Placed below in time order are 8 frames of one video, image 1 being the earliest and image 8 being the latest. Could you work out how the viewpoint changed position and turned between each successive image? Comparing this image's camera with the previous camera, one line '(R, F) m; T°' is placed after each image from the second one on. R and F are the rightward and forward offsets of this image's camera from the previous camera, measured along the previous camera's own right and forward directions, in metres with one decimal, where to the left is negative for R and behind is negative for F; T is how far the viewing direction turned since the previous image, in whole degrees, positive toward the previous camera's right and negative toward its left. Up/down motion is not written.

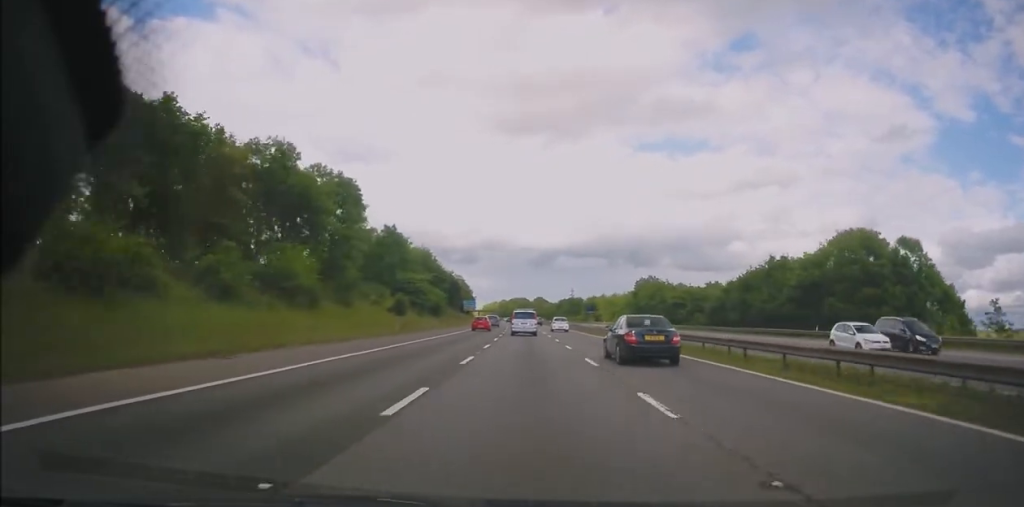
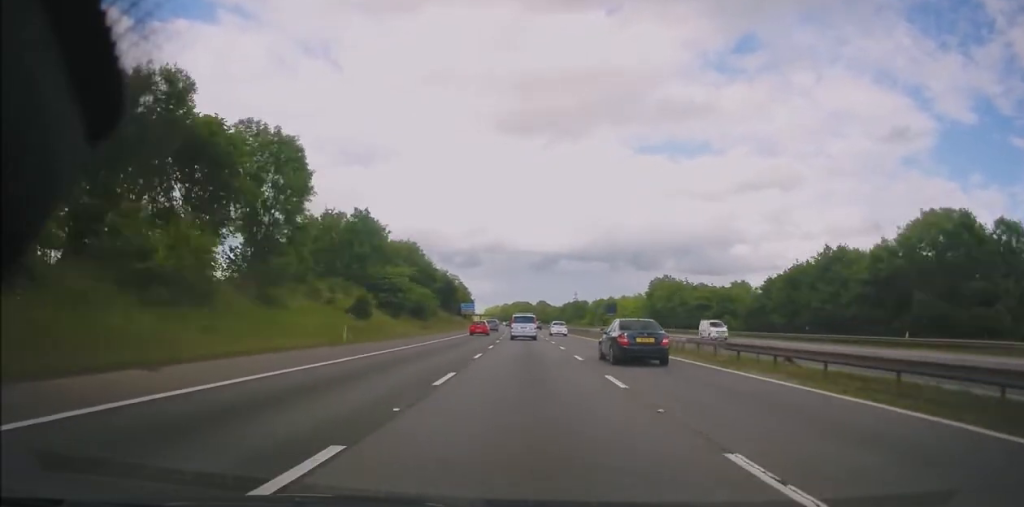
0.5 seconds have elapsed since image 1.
(-0.2, +13.9) m; -1°
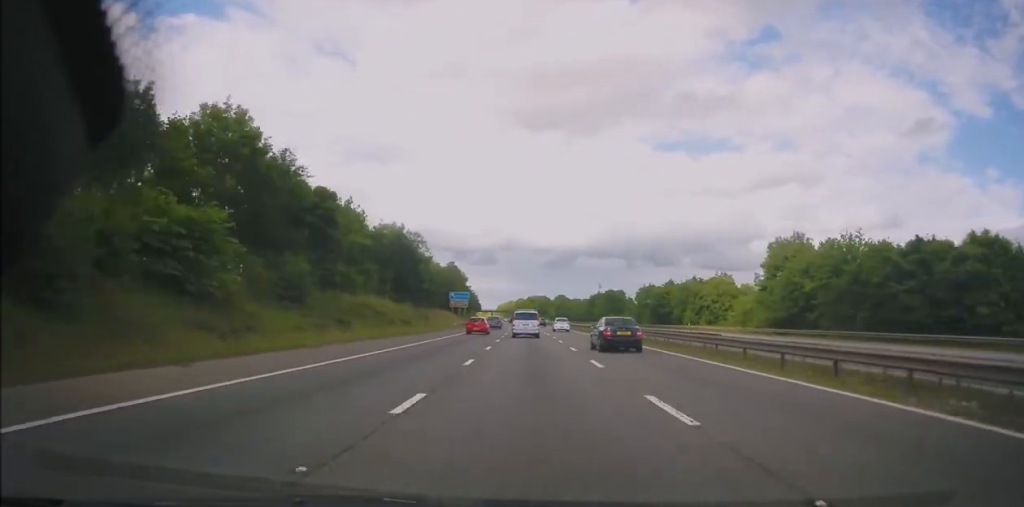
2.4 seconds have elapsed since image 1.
(-0.7, +58.0) m; -1°
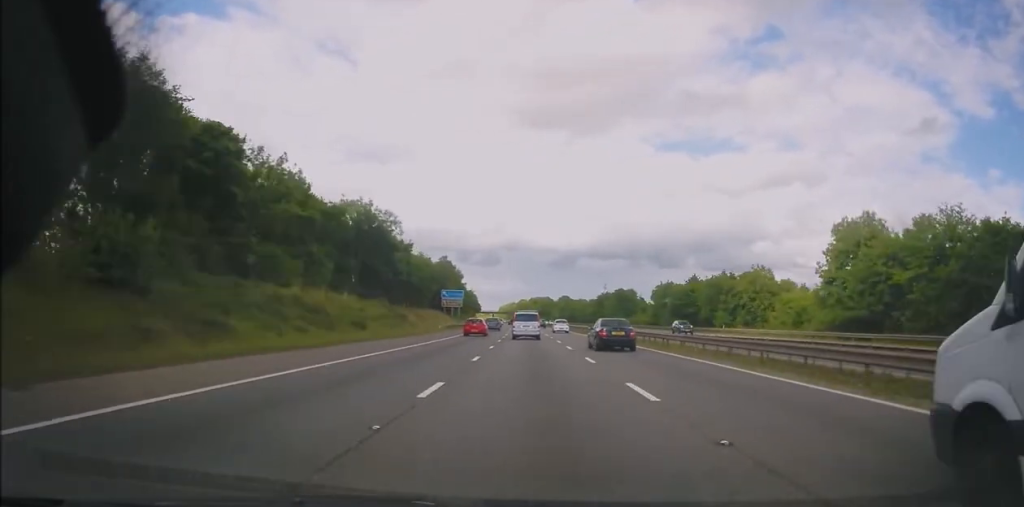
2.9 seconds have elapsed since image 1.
(0.0, +15.9) m; 0°
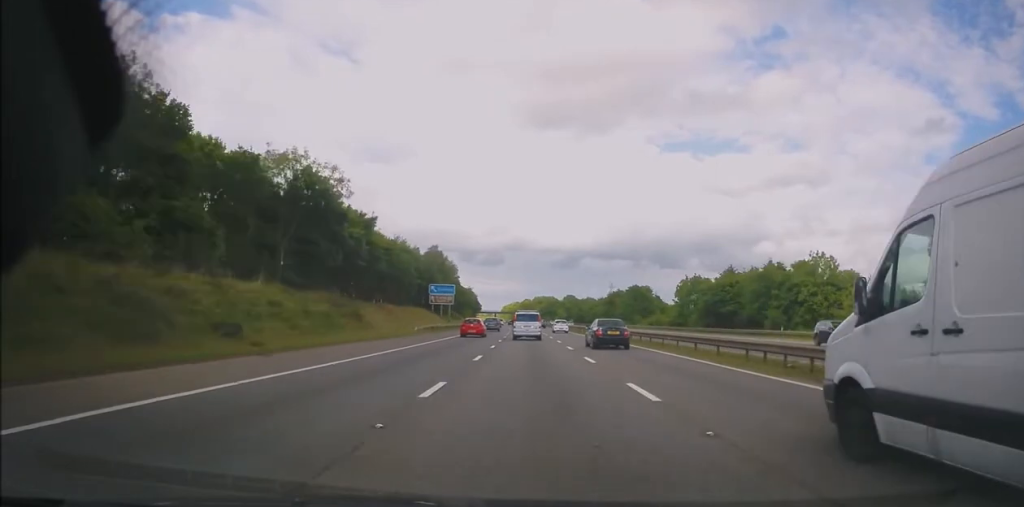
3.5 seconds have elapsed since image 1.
(+0.2, +17.9) m; -1°
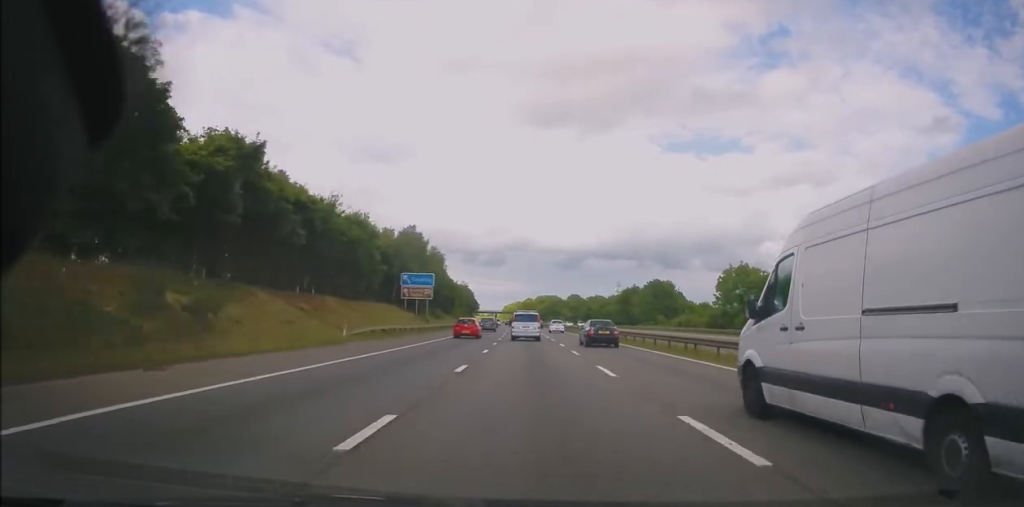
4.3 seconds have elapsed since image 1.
(-0.5, +22.8) m; 0°
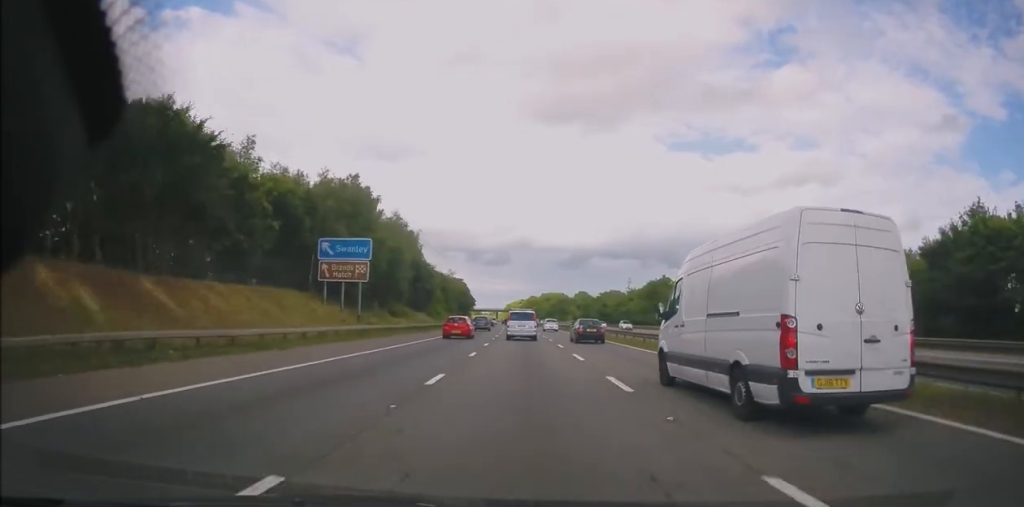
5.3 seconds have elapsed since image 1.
(+0.3, +30.1) m; +1°
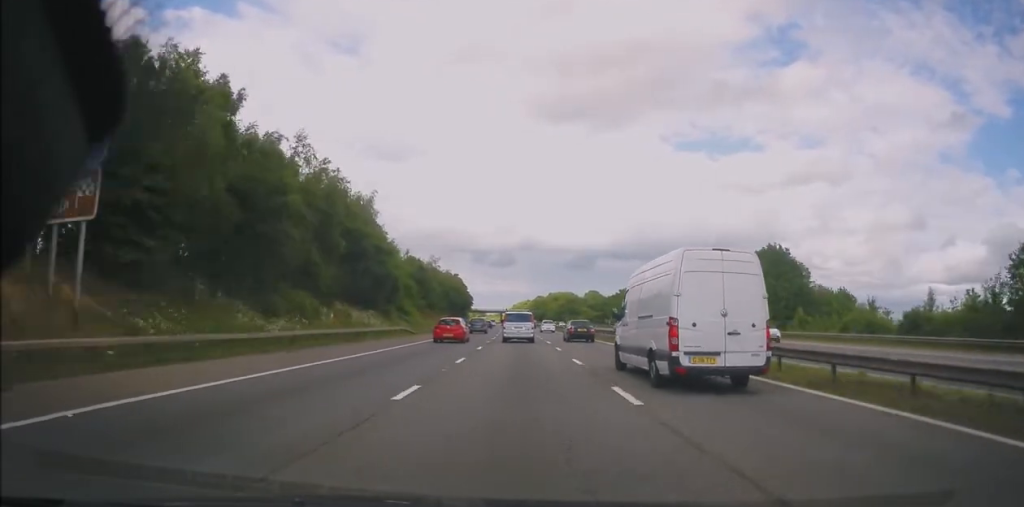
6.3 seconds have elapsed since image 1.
(-0.1, +28.8) m; -1°
